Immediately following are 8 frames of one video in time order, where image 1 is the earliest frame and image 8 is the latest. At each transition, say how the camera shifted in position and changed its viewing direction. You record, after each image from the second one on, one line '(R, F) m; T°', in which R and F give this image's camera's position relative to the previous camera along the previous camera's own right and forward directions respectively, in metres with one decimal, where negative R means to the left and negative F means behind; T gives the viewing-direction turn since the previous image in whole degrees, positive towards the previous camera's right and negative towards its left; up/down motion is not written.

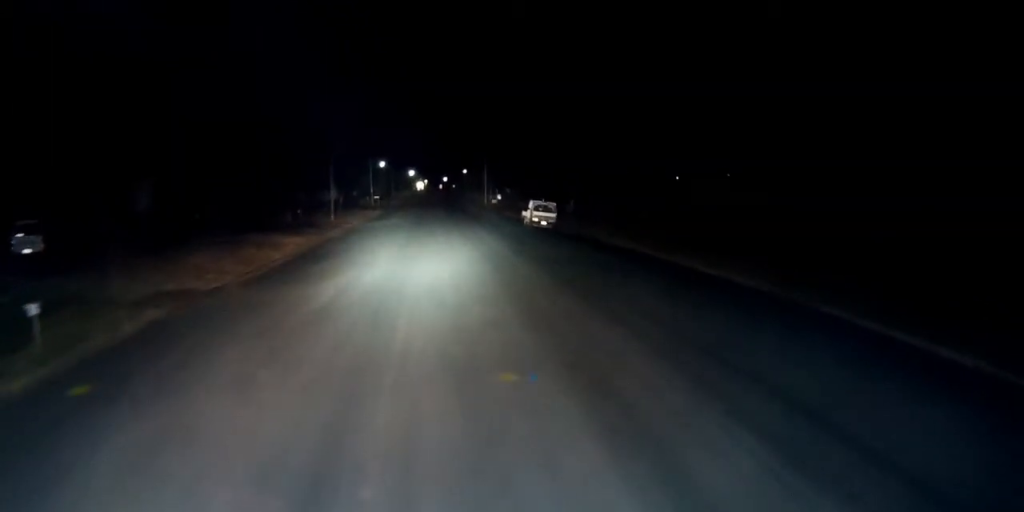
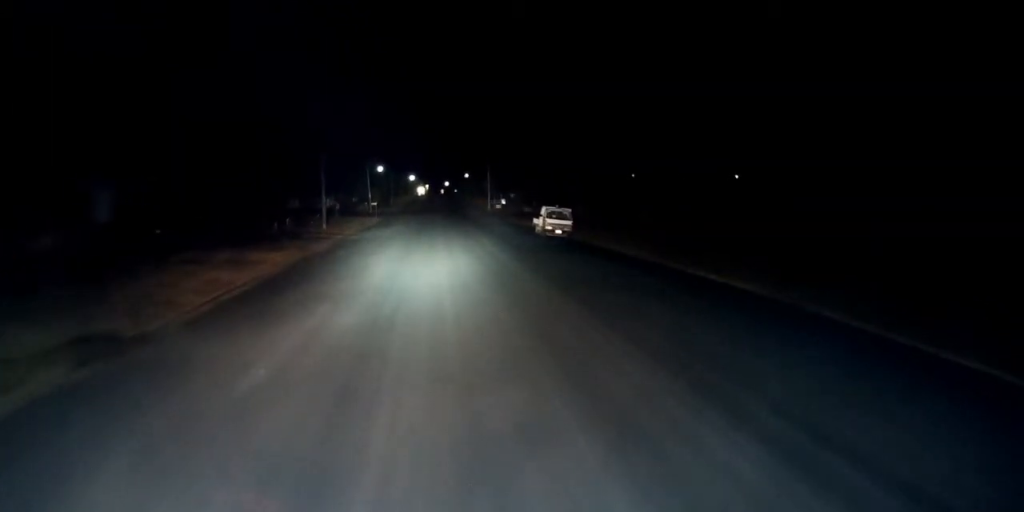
(0.0, +6.7) m; -1°
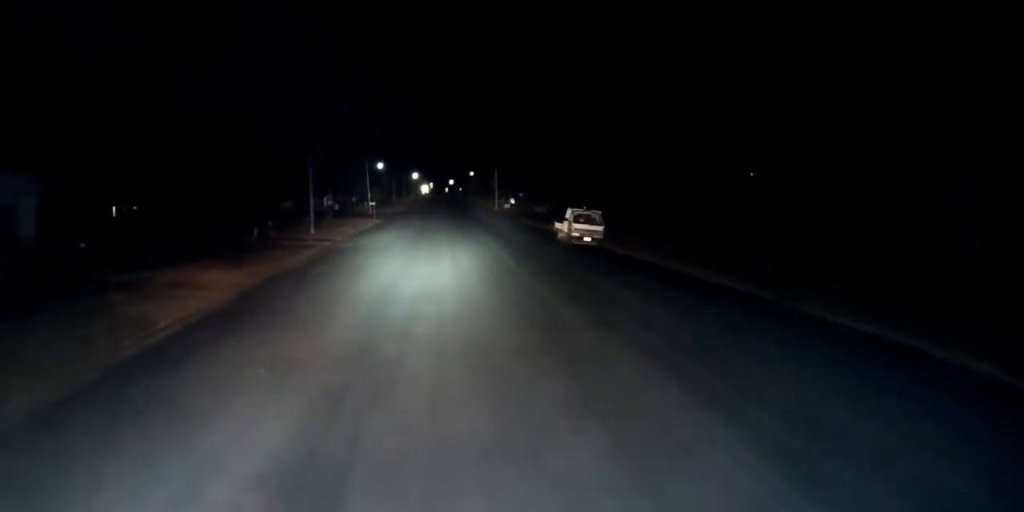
(-0.1, +9.4) m; -1°
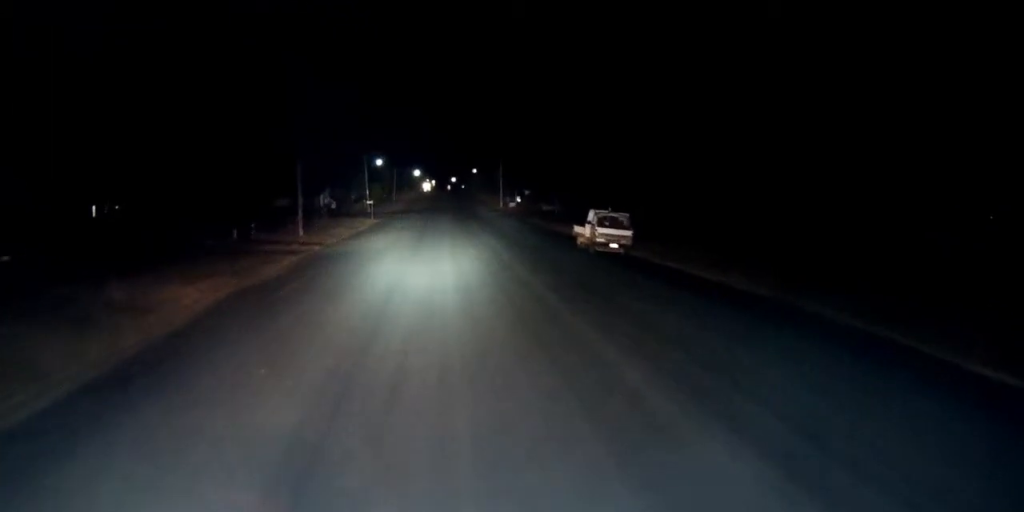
(-0.1, +6.4) m; 0°
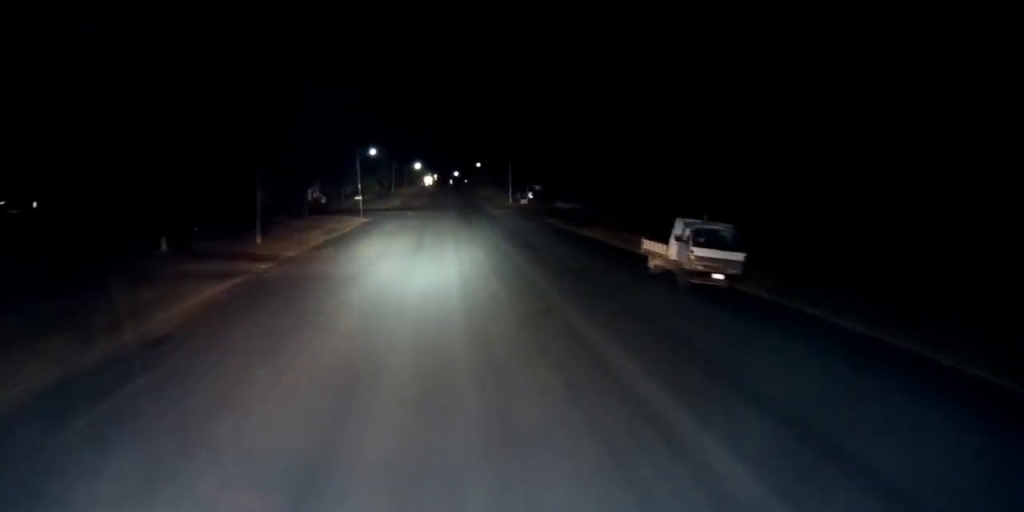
(+0.1, +14.5) m; +1°
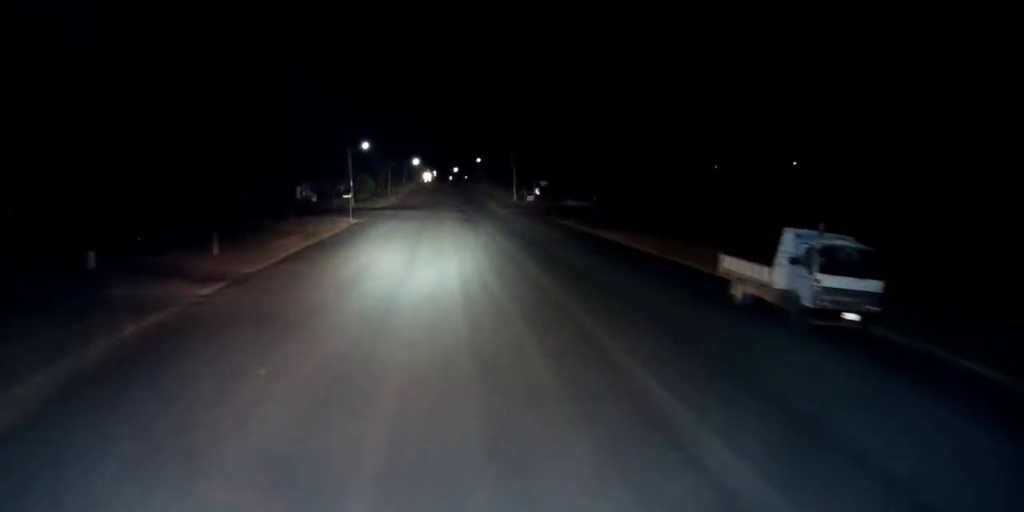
(+0.1, +8.6) m; +1°
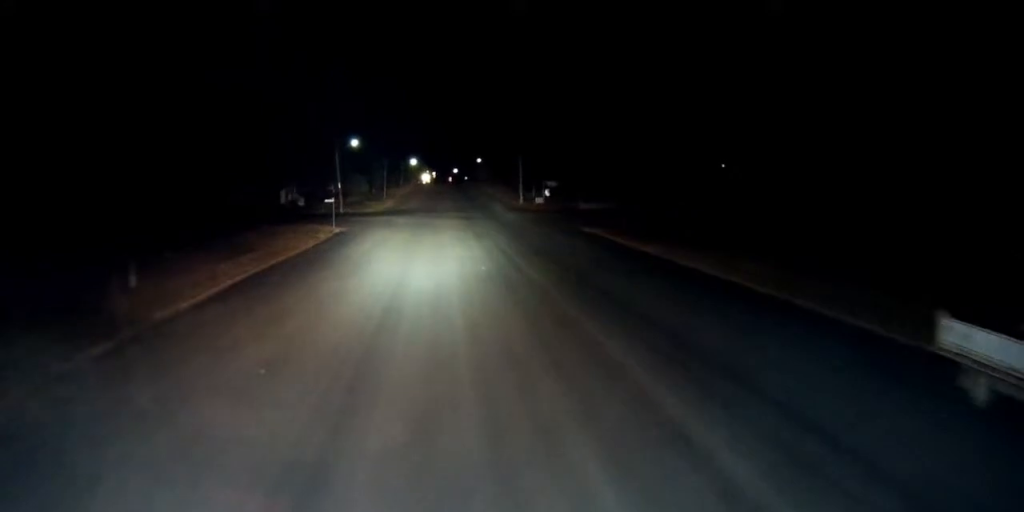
(+0.1, +10.3) m; 0°
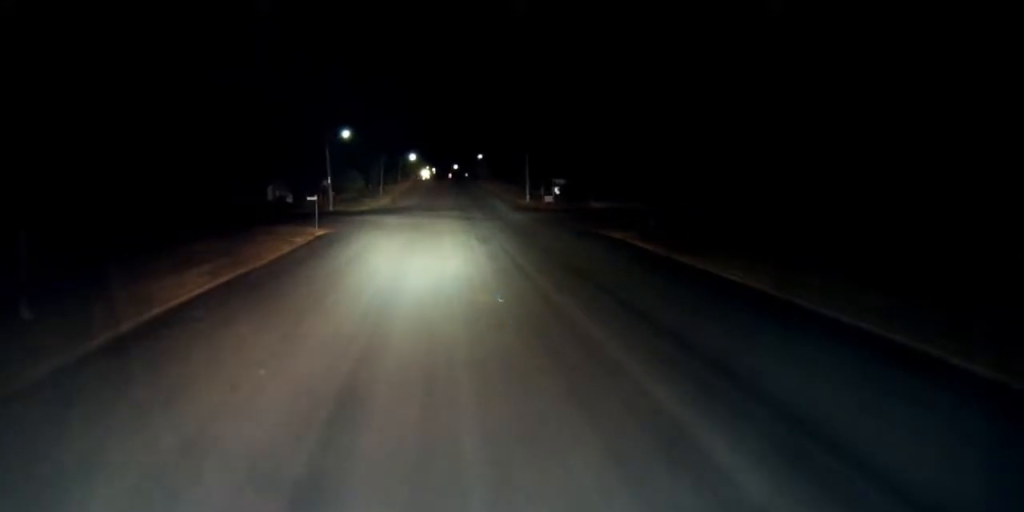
(0.0, +7.7) m; 0°
